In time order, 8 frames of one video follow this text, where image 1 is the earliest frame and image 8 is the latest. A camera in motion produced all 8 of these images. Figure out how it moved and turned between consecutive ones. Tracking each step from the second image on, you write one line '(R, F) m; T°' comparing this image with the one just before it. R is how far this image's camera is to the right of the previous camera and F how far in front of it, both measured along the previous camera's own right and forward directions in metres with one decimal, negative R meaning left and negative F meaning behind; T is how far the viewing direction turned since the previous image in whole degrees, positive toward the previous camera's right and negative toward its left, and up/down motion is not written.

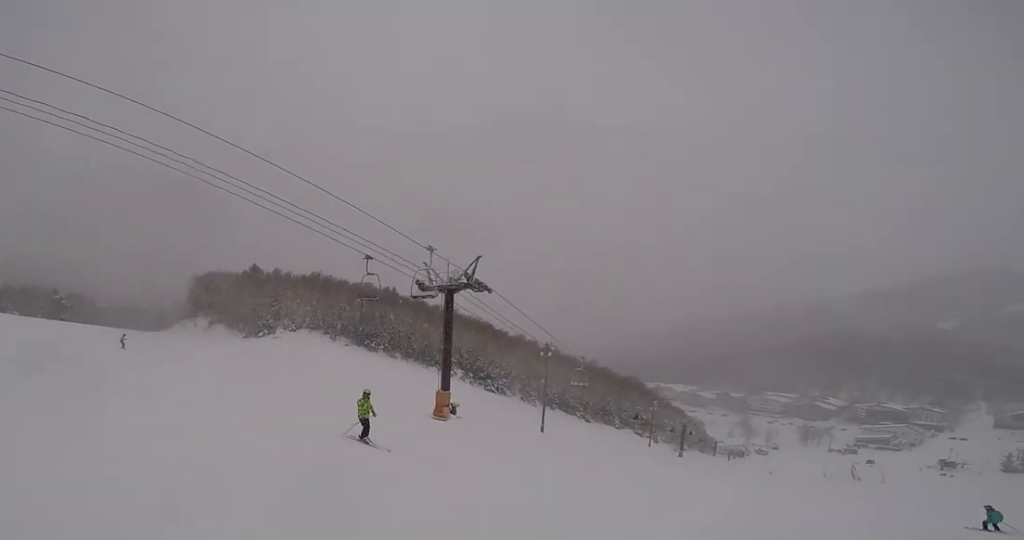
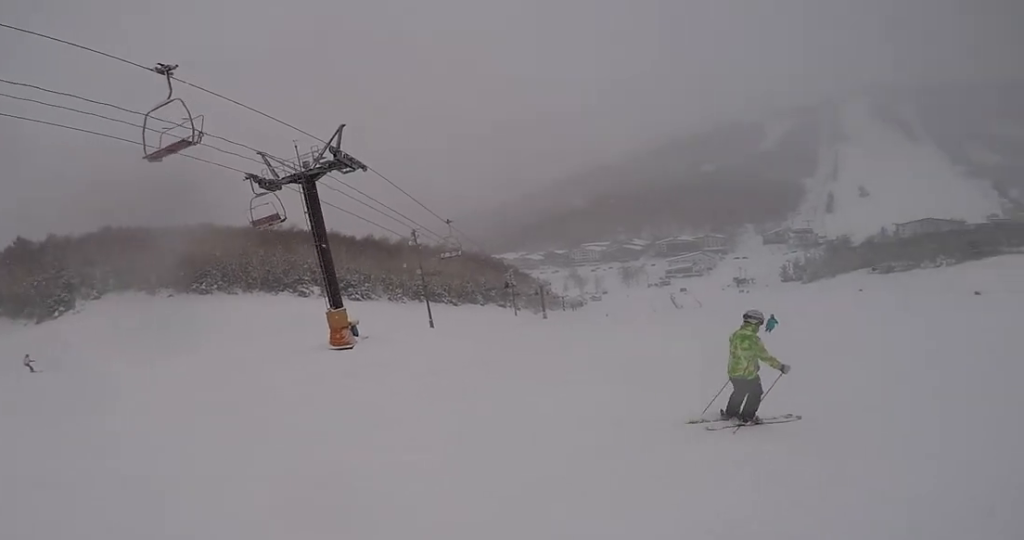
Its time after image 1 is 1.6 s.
(+0.3, +7.8) m; +26°
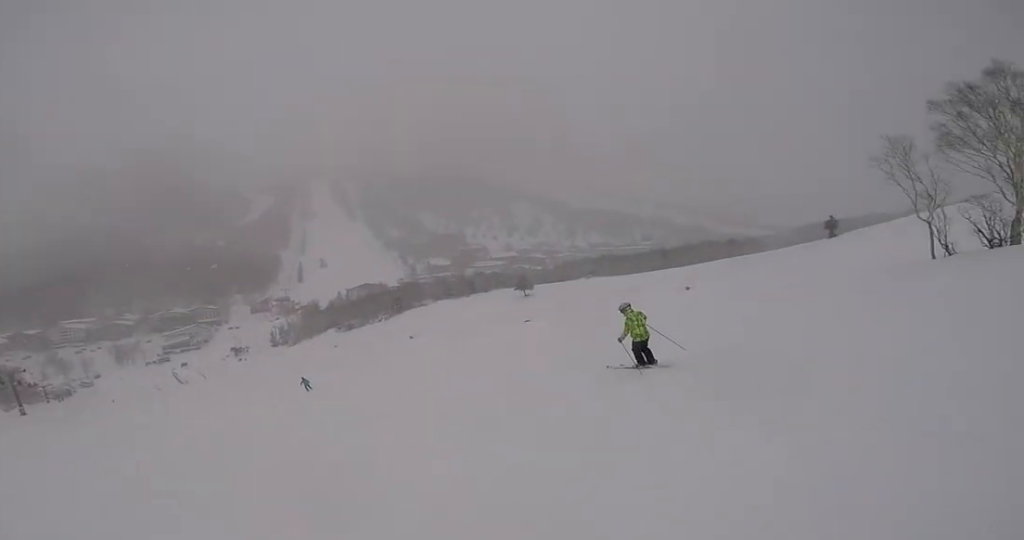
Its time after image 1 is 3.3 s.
(+4.1, +7.2) m; +52°
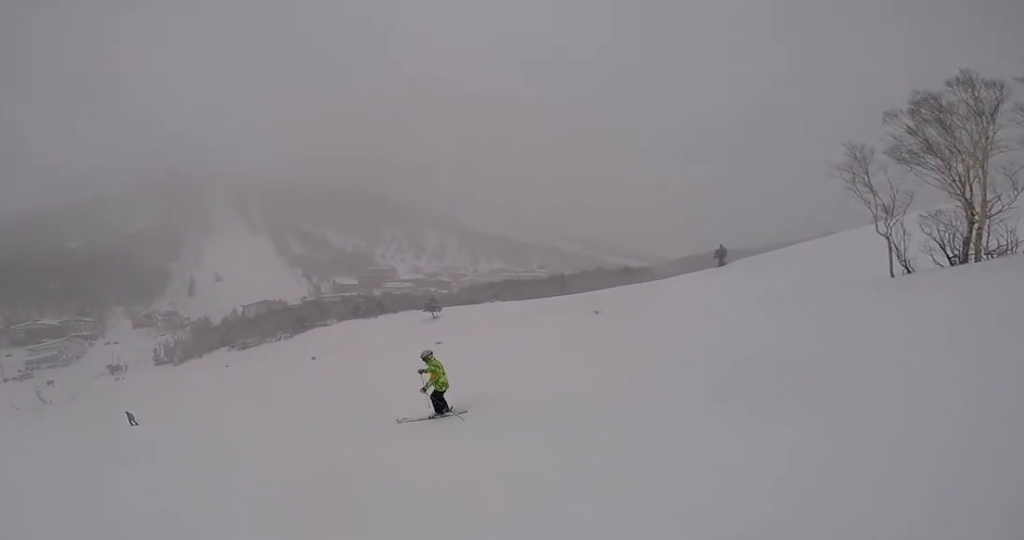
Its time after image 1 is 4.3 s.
(+1.1, +5.5) m; +19°
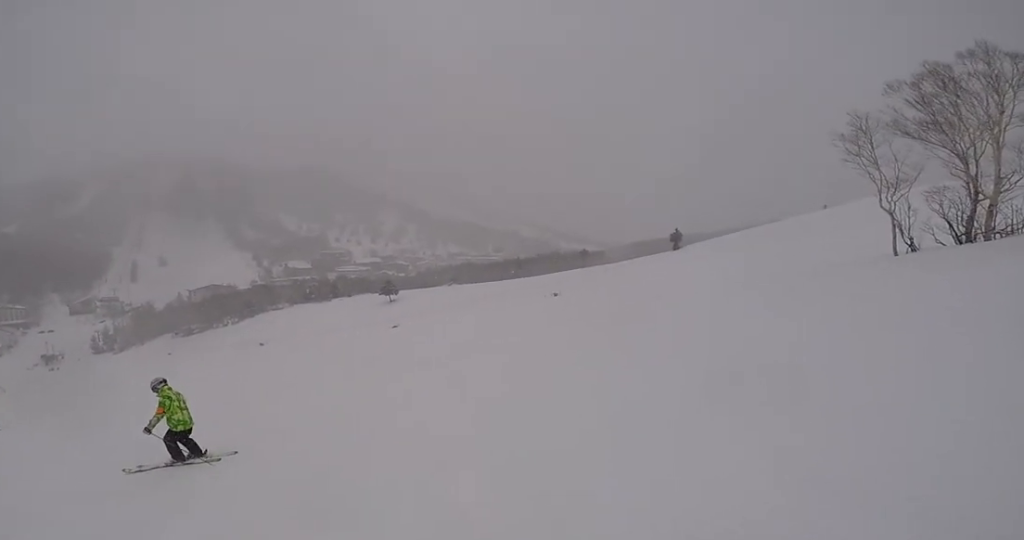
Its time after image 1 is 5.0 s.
(+0.5, +3.7) m; -7°
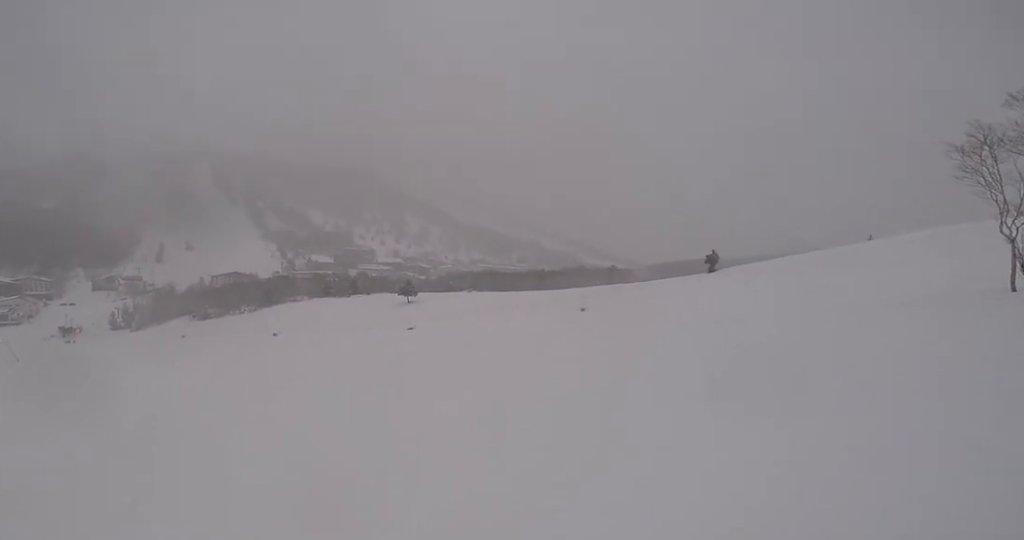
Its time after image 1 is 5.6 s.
(-0.2, +3.2) m; -13°
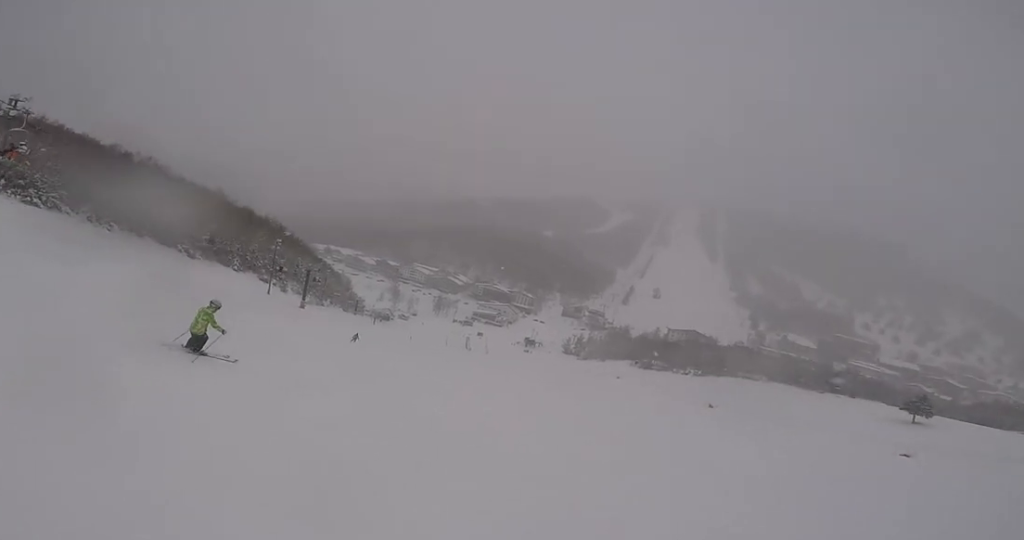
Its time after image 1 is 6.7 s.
(-1.8, +5.4) m; -29°
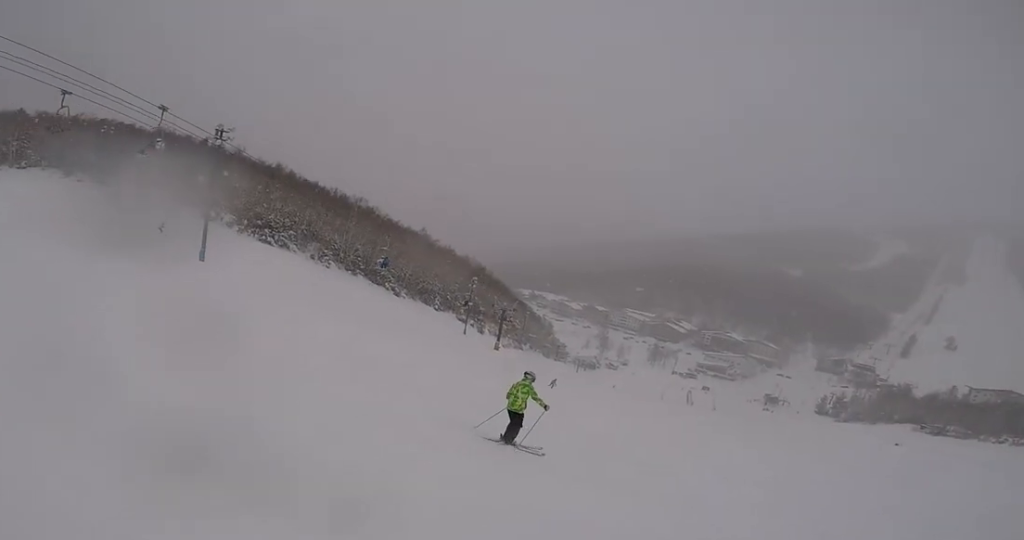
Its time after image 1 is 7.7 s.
(-0.8, +4.9) m; -16°
